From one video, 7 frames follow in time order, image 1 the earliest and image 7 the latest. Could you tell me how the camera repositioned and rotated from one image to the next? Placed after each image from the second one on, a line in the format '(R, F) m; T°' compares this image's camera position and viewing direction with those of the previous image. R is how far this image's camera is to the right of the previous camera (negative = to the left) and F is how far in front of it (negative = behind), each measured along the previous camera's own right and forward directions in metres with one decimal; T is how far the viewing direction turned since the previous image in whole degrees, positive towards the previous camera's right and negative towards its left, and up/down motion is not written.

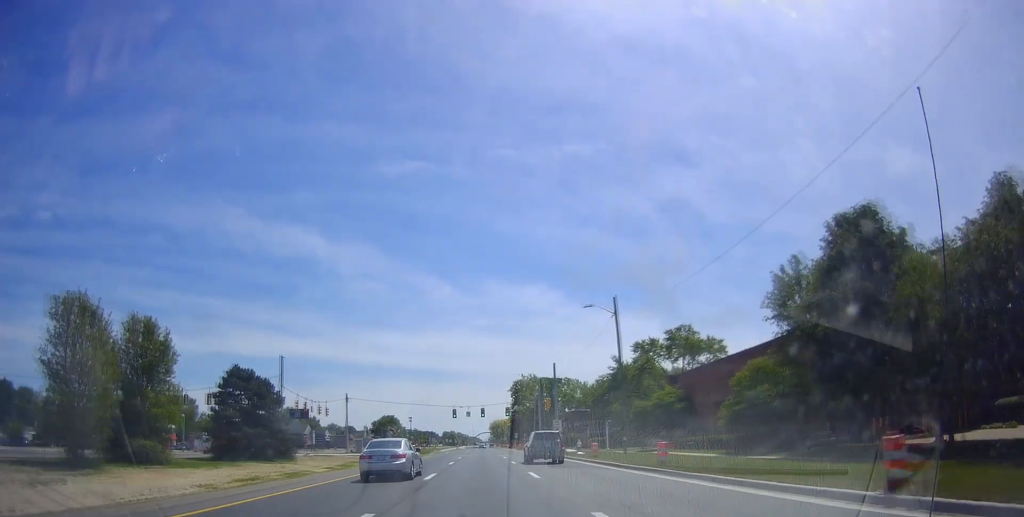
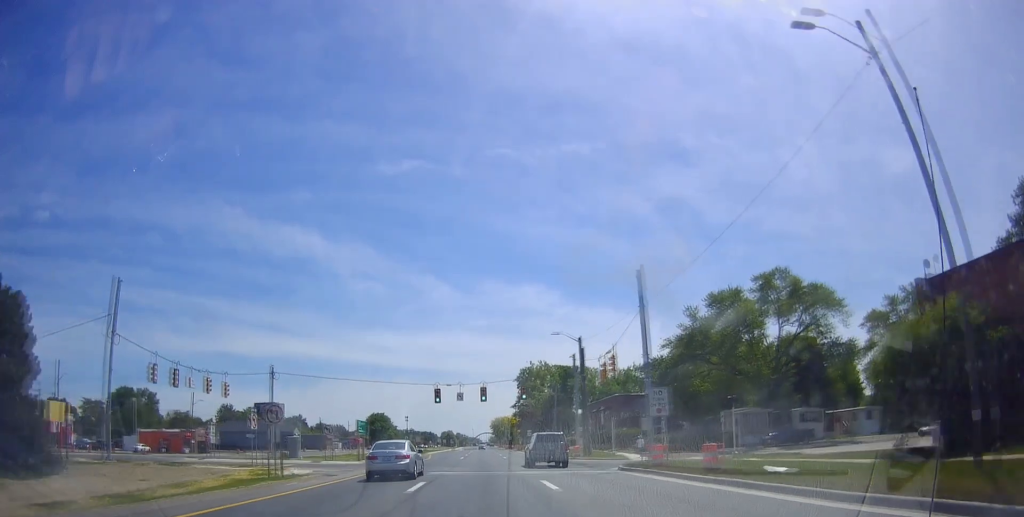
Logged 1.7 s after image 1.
(-0.4, +34.7) m; 0°
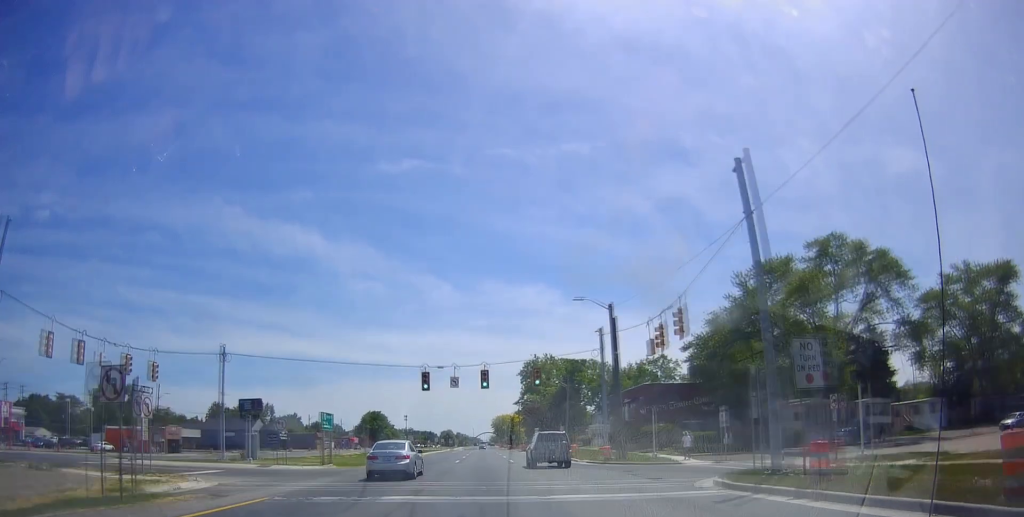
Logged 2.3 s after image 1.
(+0.5, +12.6) m; 0°
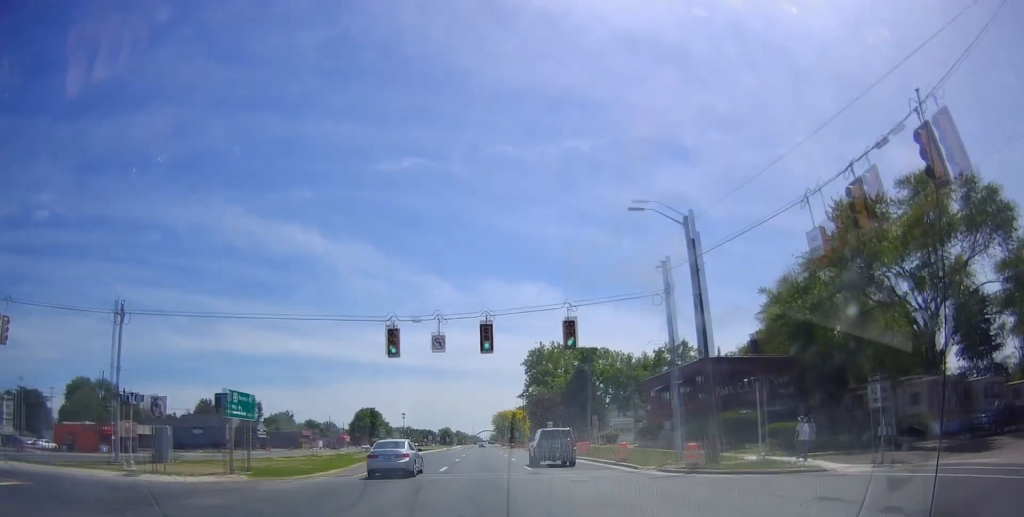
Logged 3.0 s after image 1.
(-0.4, +15.8) m; 0°
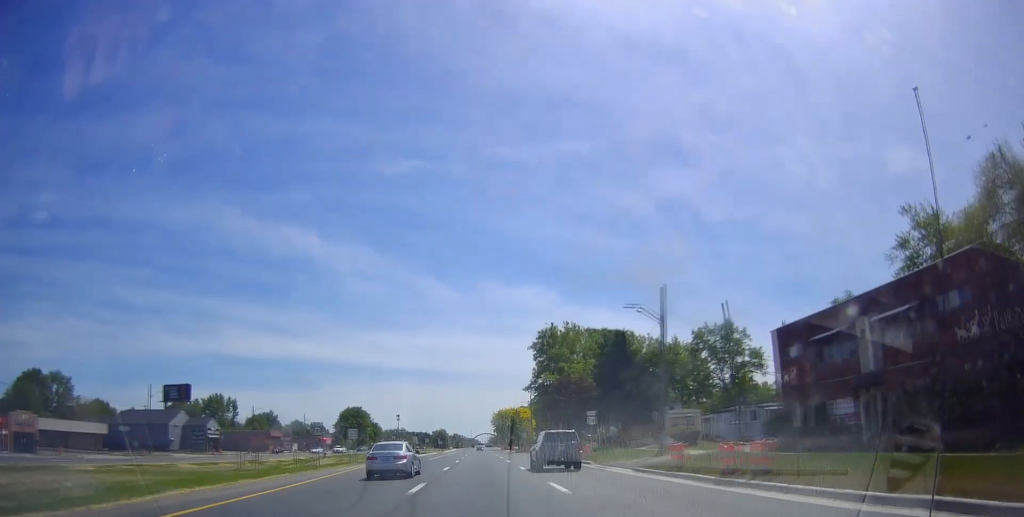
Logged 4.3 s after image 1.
(+0.5, +26.2) m; +1°
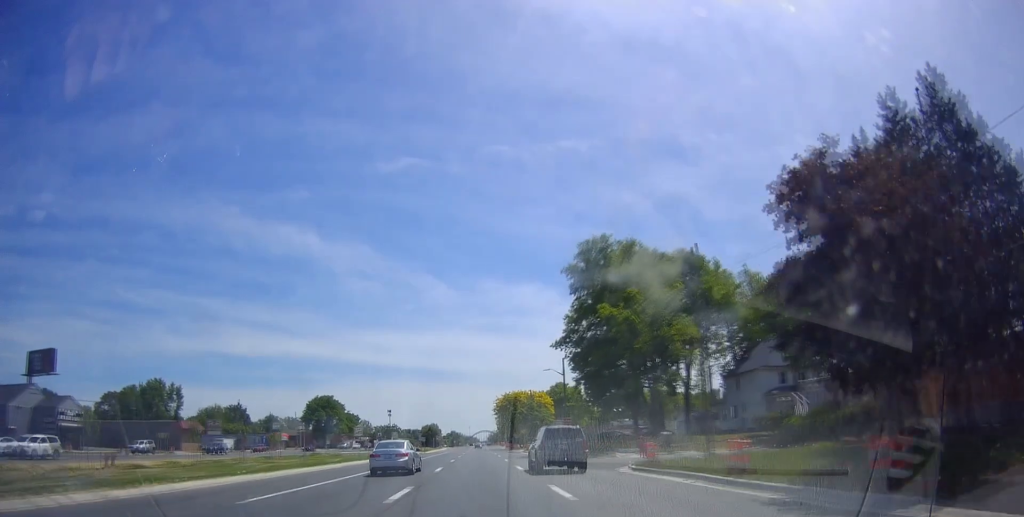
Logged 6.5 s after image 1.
(-0.1, +45.7) m; -1°
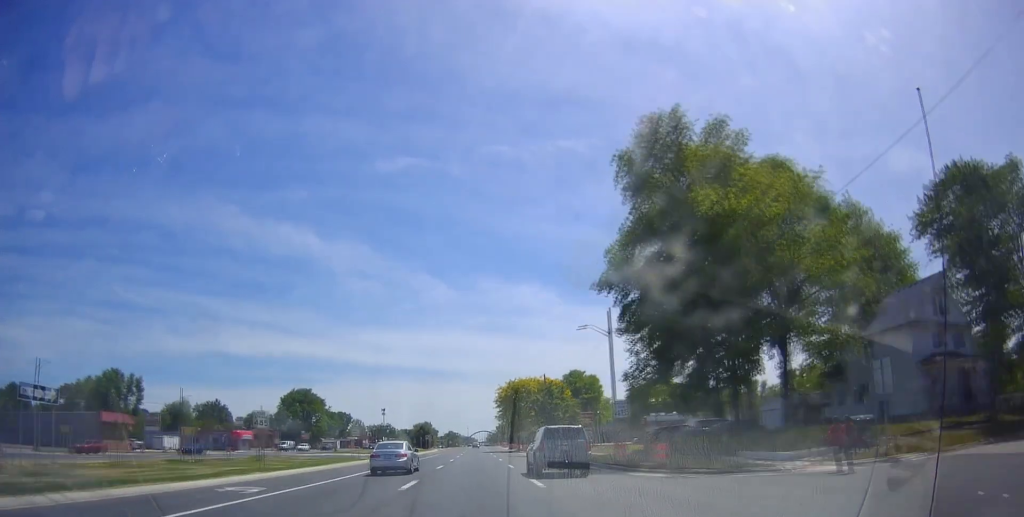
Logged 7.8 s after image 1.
(-0.4, +24.4) m; +1°
